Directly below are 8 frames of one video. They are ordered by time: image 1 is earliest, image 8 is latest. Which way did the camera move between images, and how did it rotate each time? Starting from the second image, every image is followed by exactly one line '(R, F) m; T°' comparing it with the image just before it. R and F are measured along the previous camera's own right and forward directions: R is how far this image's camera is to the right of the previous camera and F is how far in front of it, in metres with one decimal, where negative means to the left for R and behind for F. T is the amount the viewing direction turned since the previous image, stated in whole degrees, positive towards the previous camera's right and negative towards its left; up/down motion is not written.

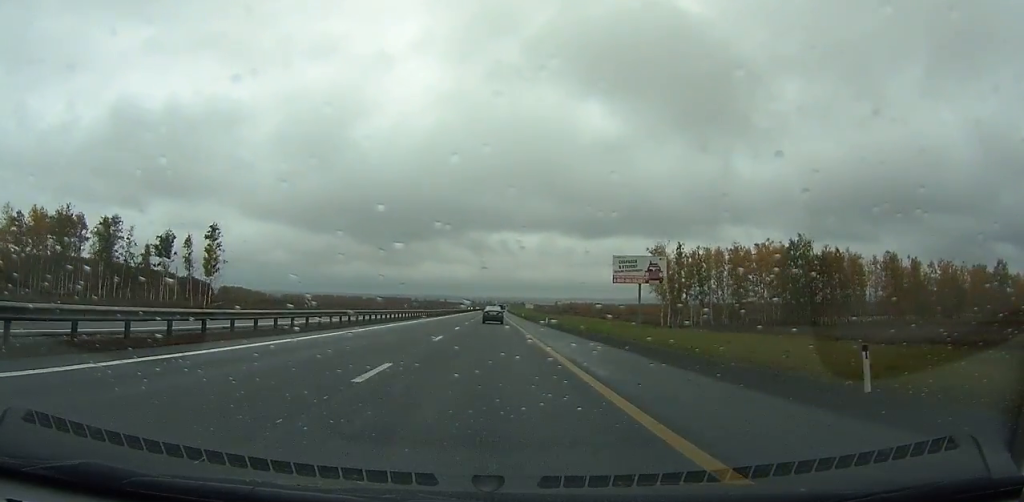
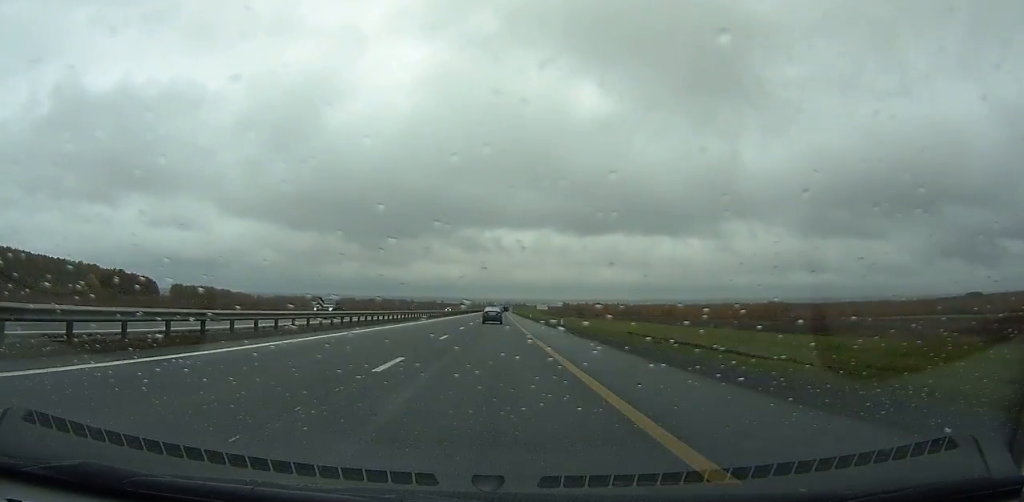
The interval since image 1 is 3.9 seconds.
(0.0, +119.5) m; 0°
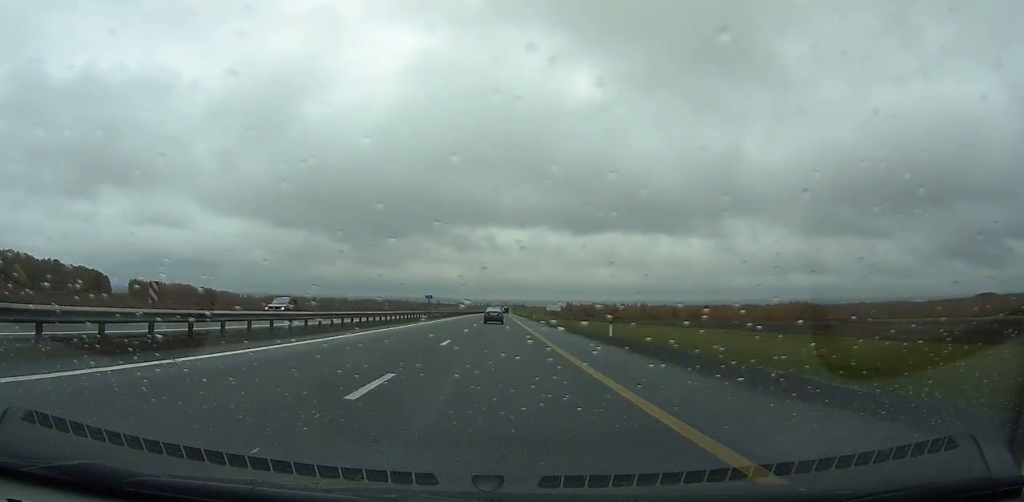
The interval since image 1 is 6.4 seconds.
(+0.2, +75.9) m; 0°
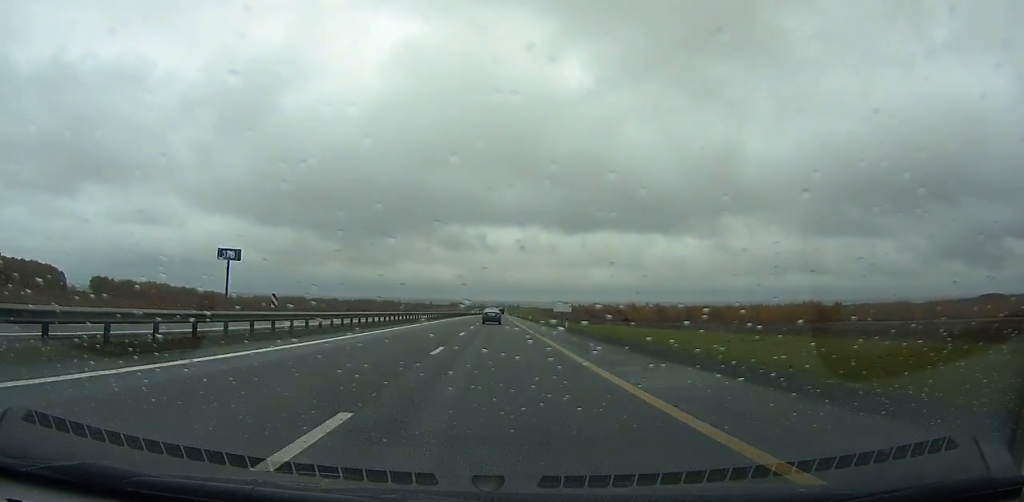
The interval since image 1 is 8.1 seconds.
(+0.2, +50.0) m; 0°
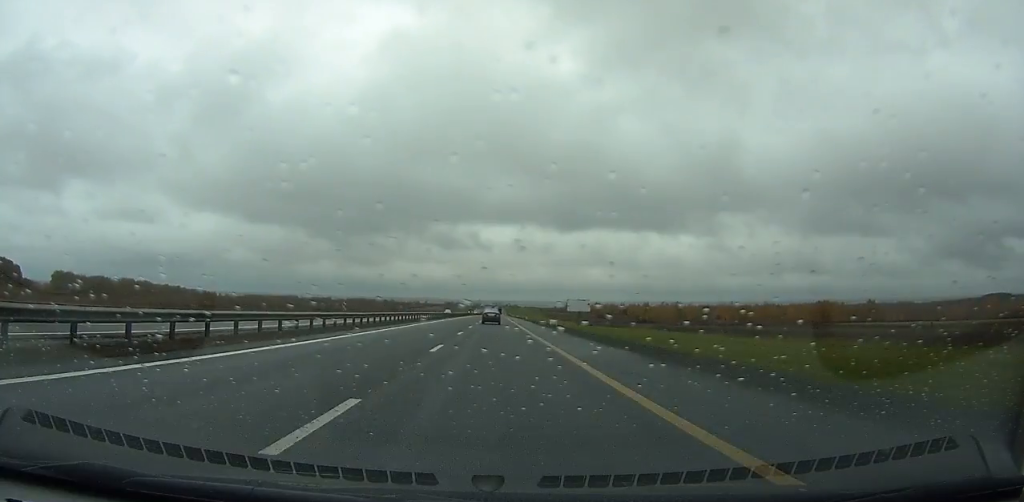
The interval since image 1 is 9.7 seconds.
(0.0, +46.5) m; 0°
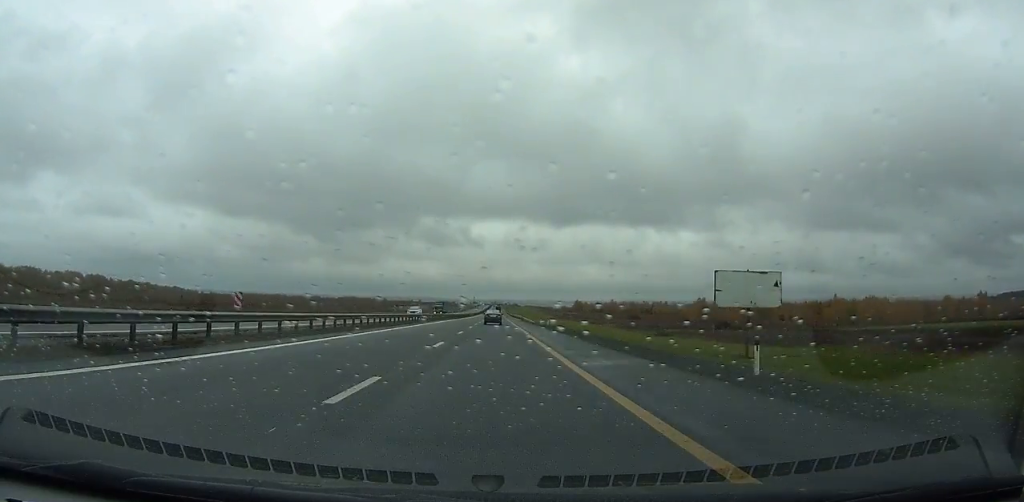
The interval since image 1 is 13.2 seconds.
(+0.5, +96.1) m; 0°
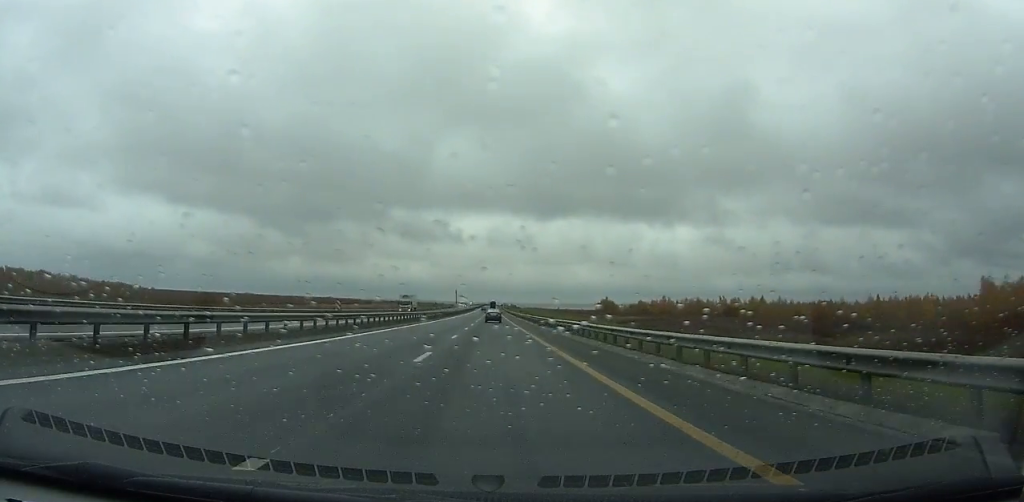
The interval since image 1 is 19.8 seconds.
(+0.5, +181.1) m; +1°
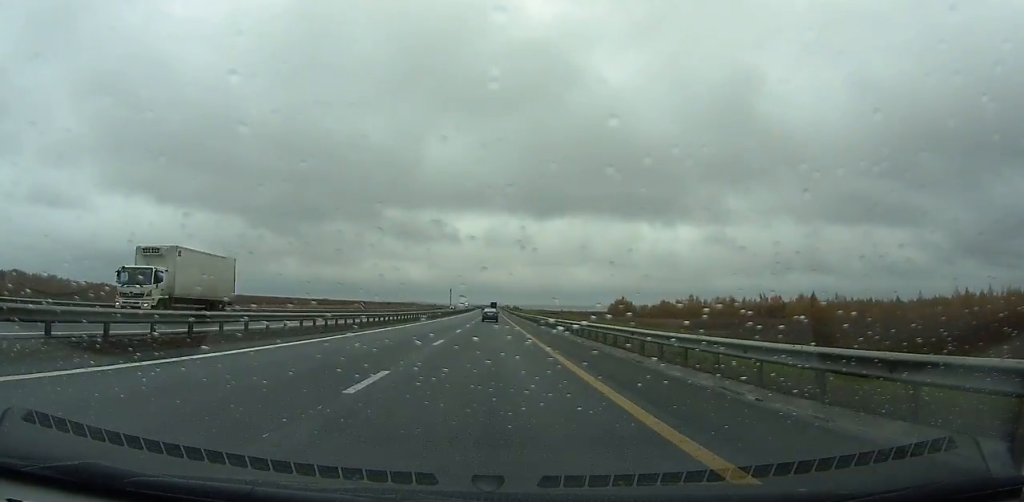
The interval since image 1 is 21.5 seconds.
(+0.1, +49.6) m; 0°
